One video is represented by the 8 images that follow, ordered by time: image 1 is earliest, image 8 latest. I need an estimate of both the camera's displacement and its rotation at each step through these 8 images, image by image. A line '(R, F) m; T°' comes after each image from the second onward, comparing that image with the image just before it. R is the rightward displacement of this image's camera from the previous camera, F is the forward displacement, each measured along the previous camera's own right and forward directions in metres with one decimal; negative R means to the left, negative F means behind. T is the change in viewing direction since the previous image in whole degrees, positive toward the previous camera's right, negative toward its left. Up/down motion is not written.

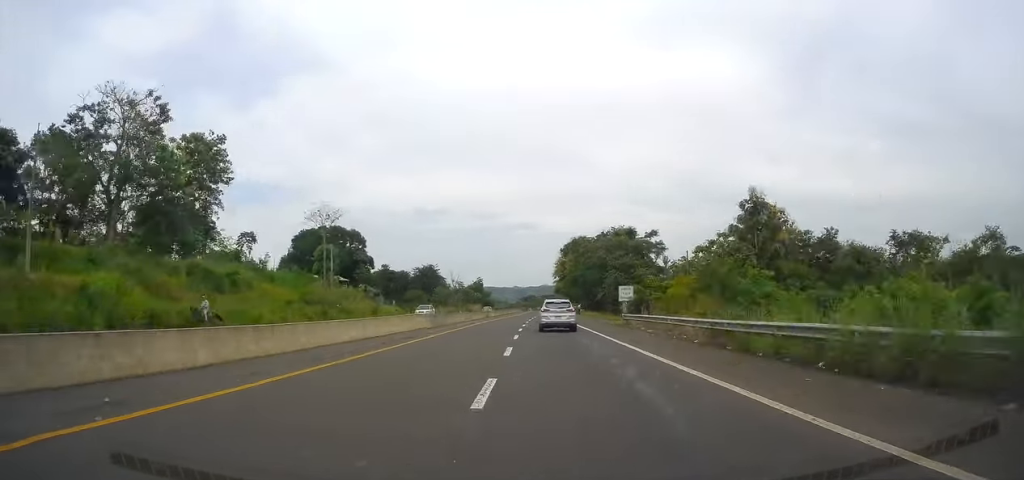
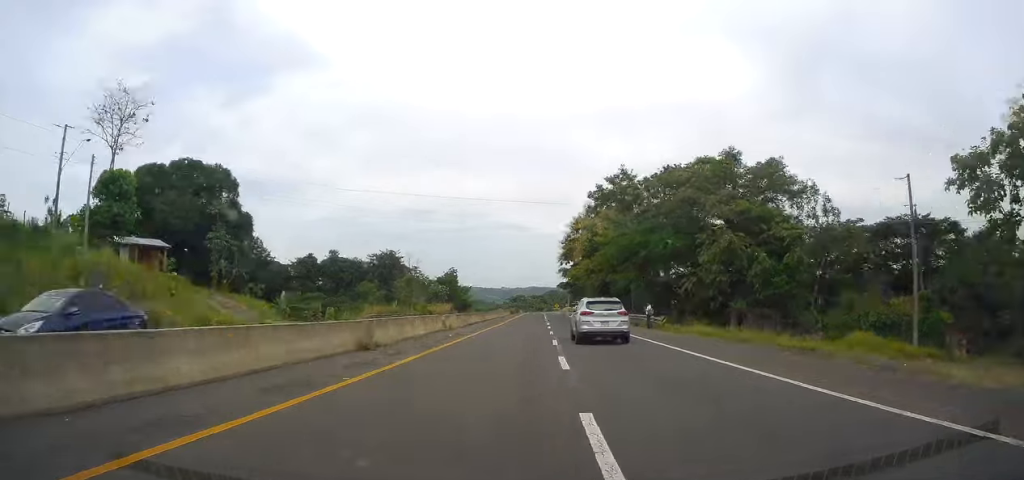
(-0.4, +52.7) m; 0°
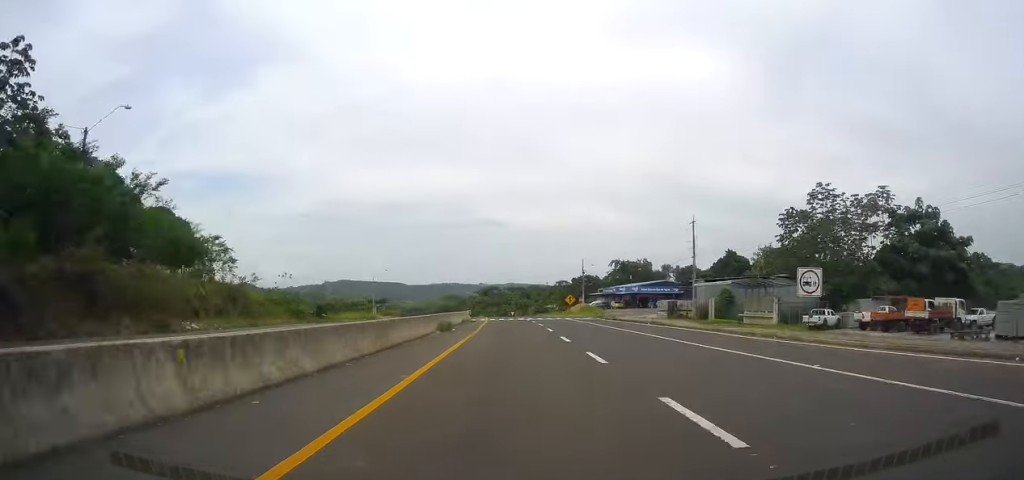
(+3.6, +135.5) m; +2°
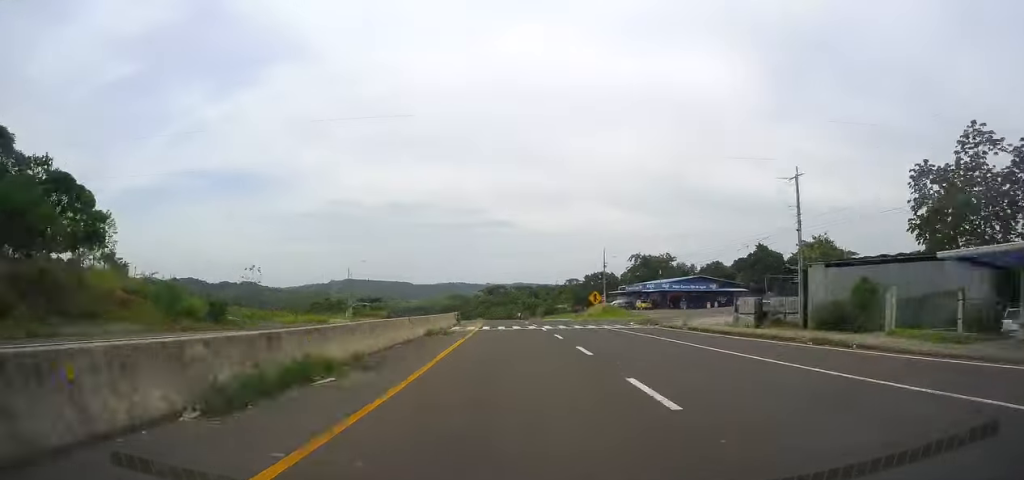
(0.0, +21.7) m; 0°
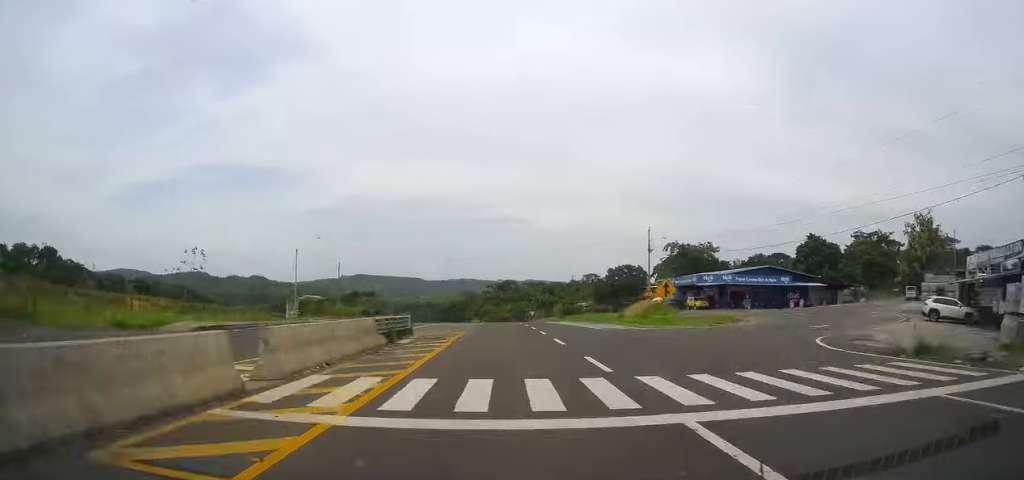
(-0.2, +28.6) m; -1°
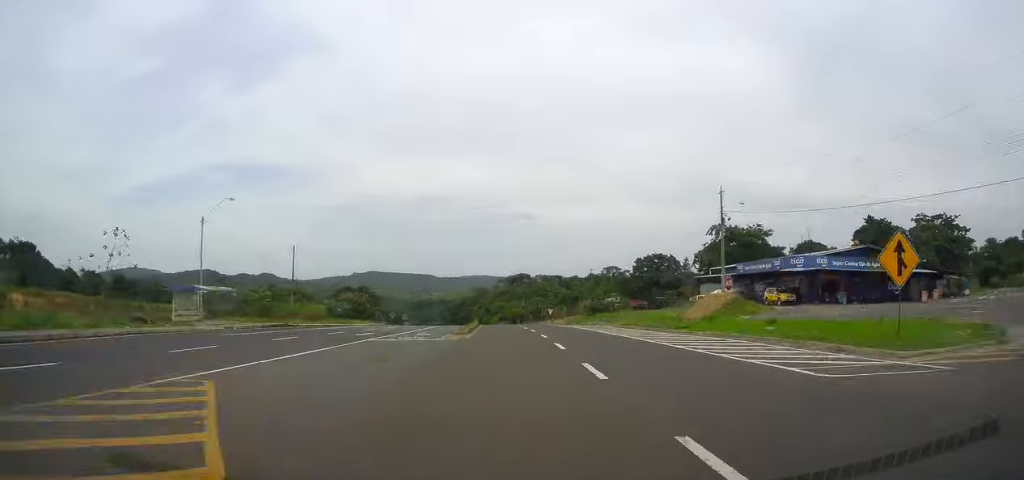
(0.0, +24.3) m; -1°
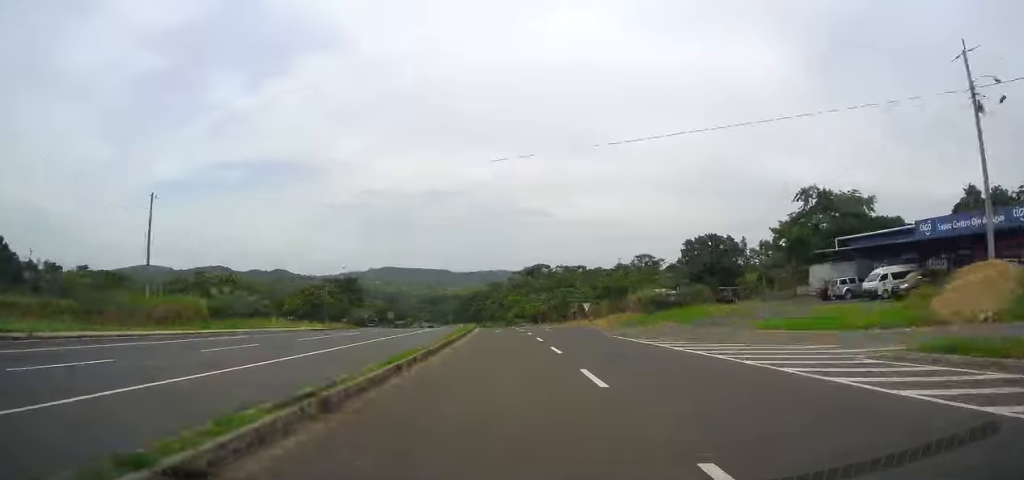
(-0.5, +33.6) m; -1°
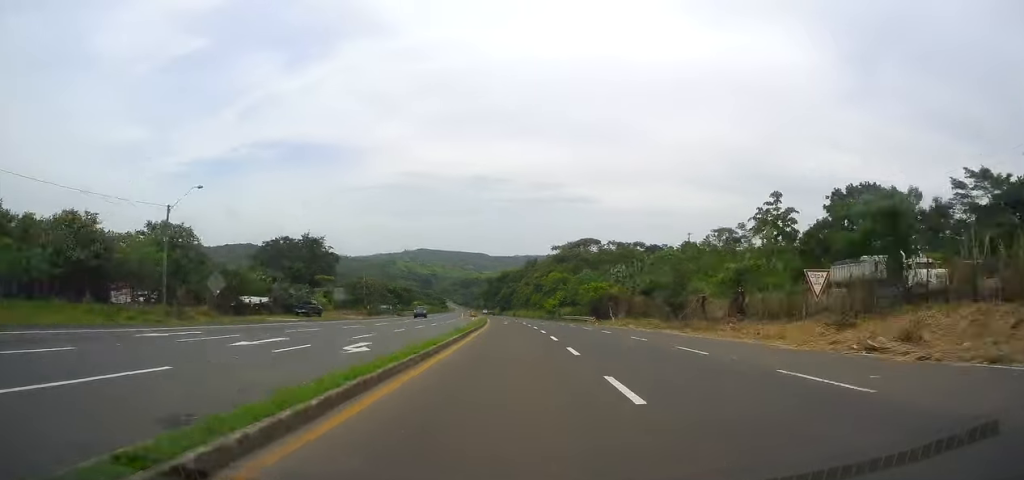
(-1.0, +49.9) m; -3°
